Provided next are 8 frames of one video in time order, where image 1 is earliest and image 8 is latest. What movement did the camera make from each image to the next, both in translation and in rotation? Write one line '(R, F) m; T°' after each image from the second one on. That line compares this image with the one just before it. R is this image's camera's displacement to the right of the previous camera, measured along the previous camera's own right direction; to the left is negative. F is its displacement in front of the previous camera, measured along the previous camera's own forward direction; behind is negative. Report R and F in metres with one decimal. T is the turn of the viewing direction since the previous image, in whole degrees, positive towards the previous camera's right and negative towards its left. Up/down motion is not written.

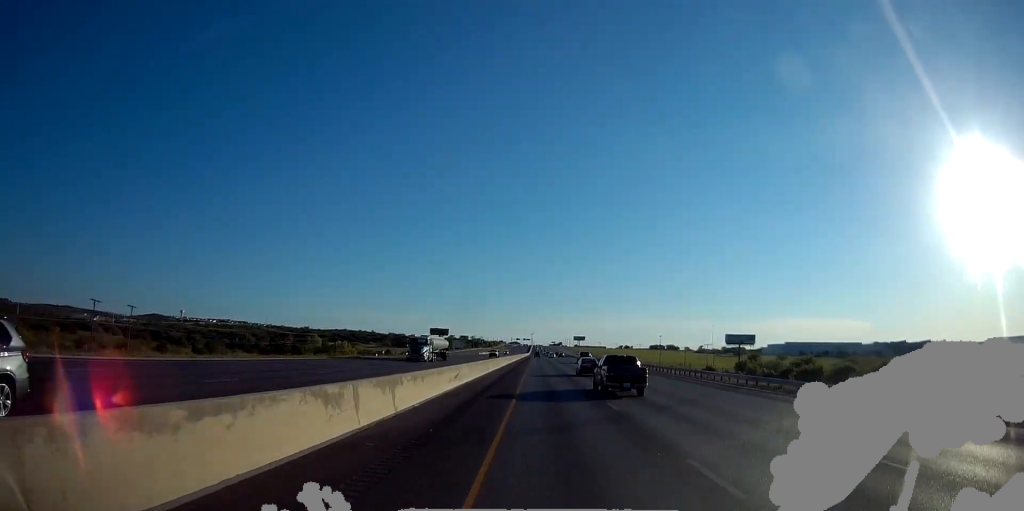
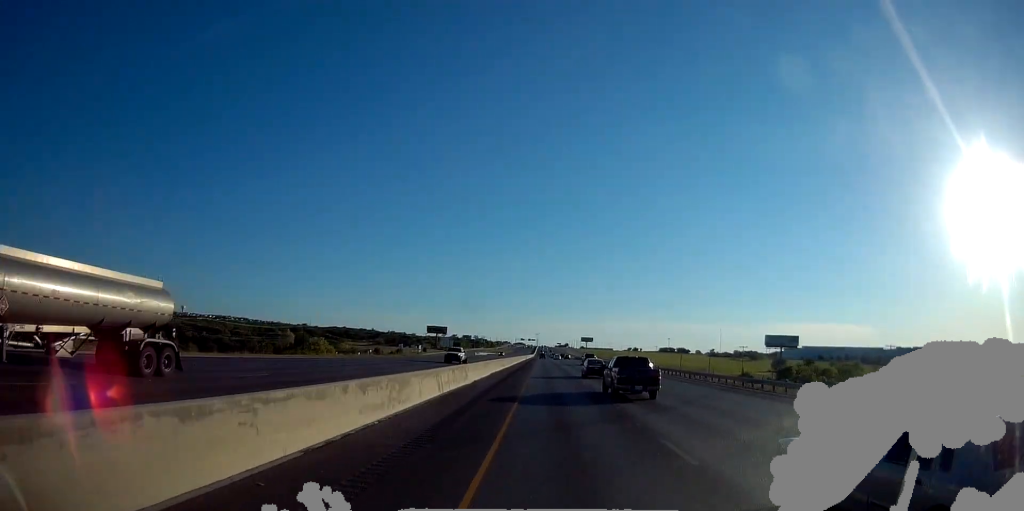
(+0.3, +34.2) m; 0°
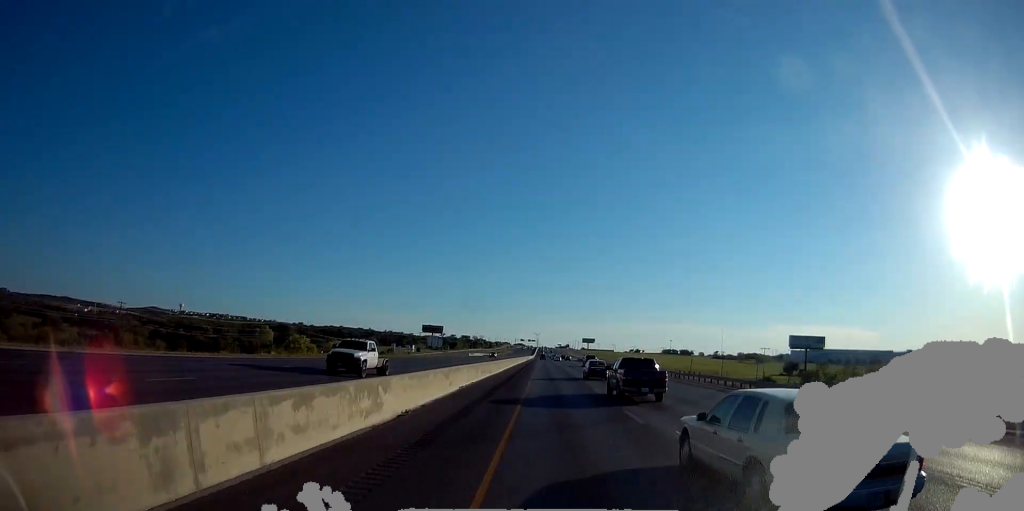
(+0.1, +18.5) m; 0°
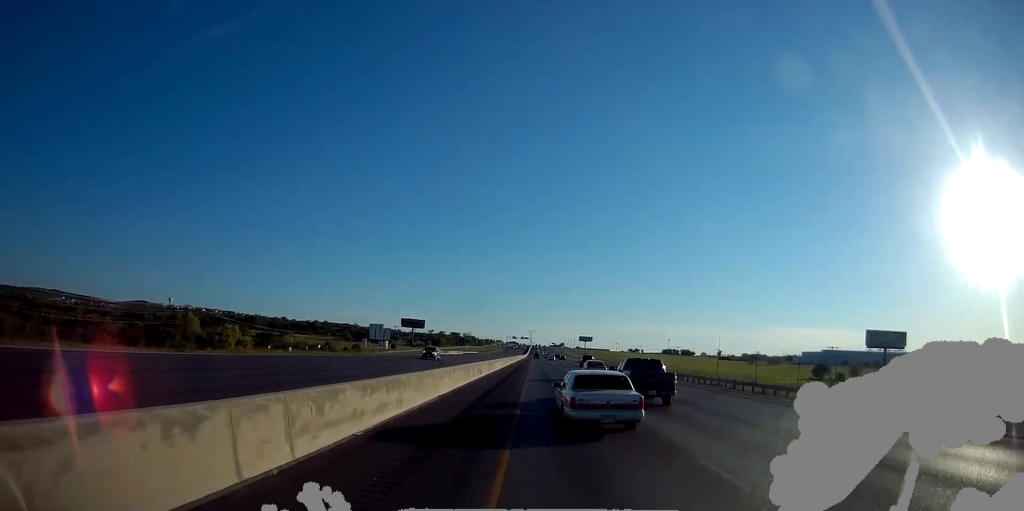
(-0.5, +45.2) m; 0°
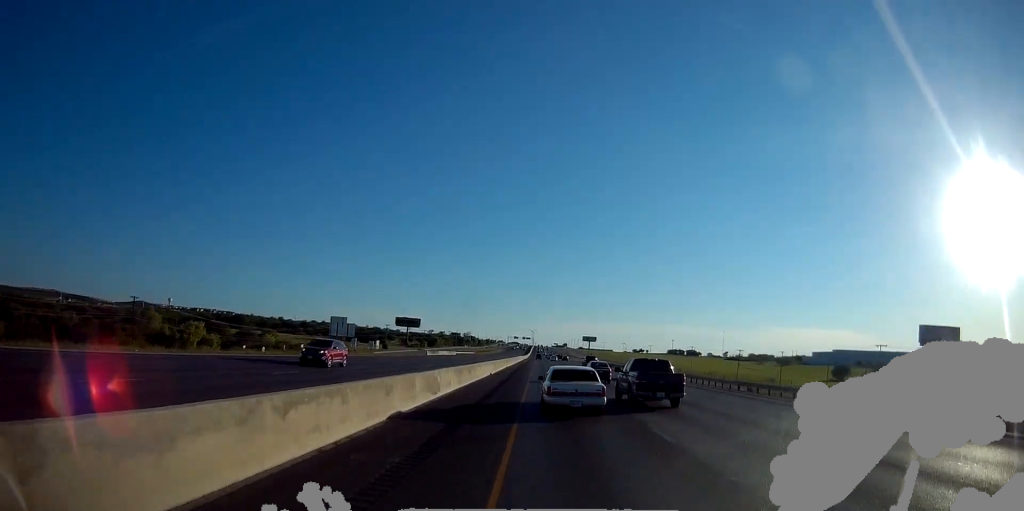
(+0.1, +19.7) m; 0°
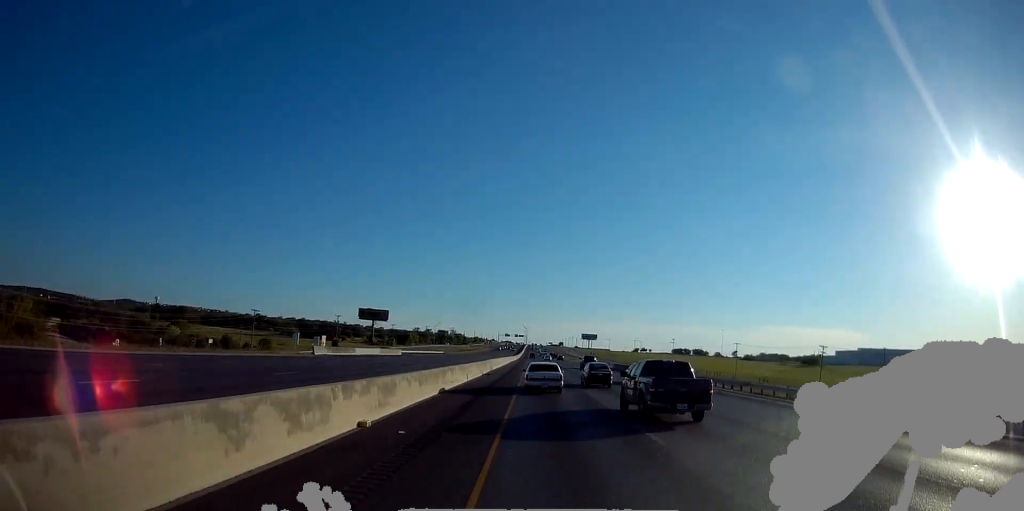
(+0.3, +60.4) m; +1°
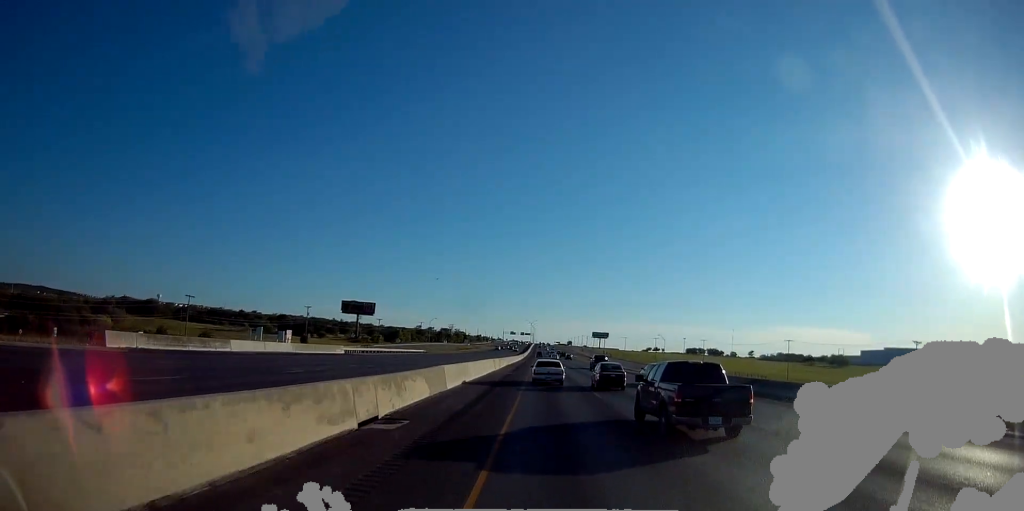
(+0.3, +34.9) m; -1°
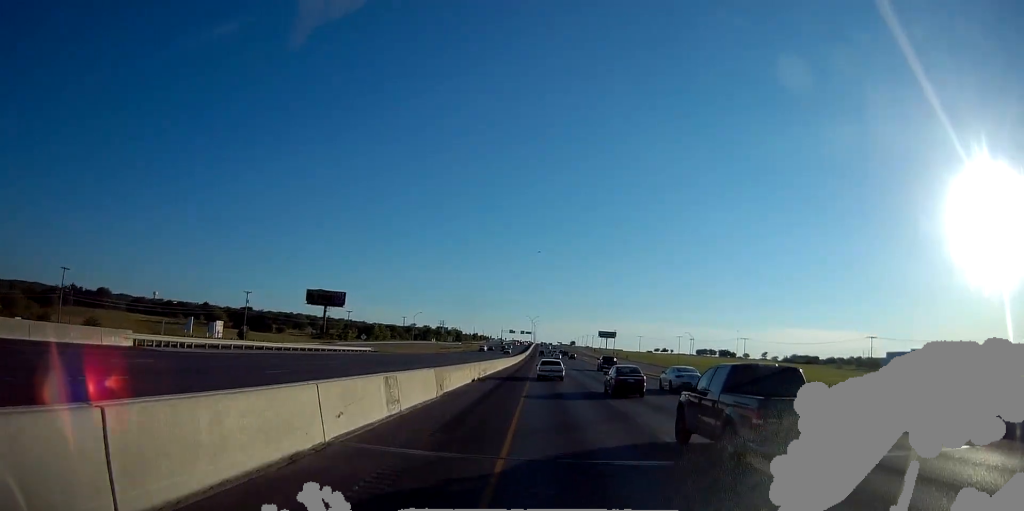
(-0.8, +40.4) m; 0°
